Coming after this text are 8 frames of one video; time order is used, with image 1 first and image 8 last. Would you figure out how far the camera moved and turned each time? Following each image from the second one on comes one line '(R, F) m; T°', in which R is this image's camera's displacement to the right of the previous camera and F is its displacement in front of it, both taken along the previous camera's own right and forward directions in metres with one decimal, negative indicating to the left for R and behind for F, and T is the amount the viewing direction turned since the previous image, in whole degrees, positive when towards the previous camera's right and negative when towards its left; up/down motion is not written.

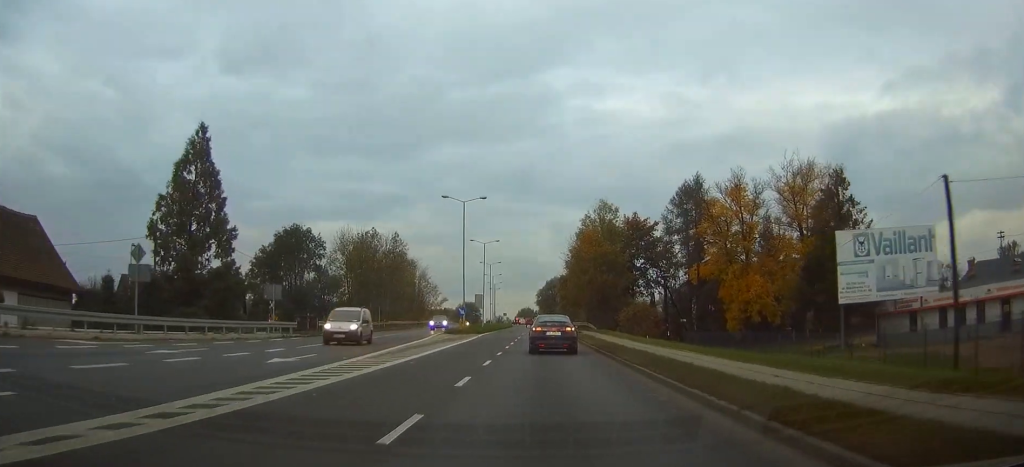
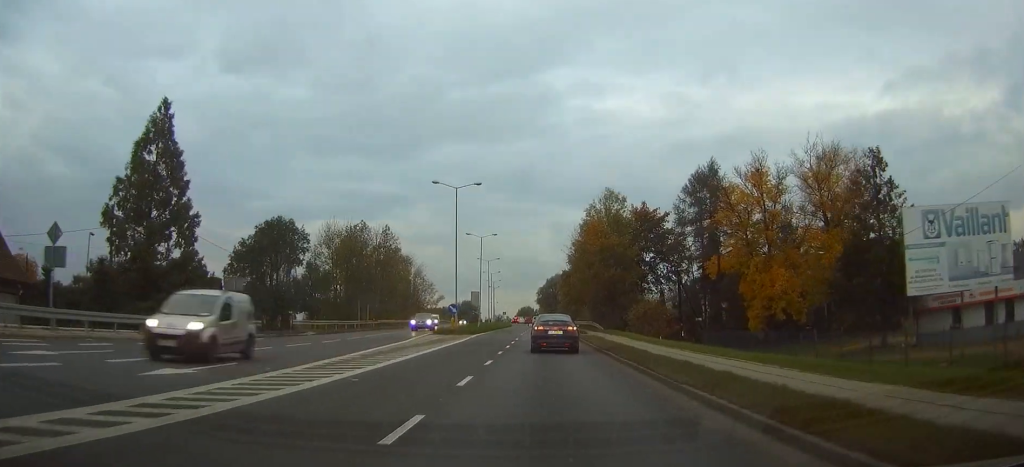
(0.0, +6.0) m; 0°
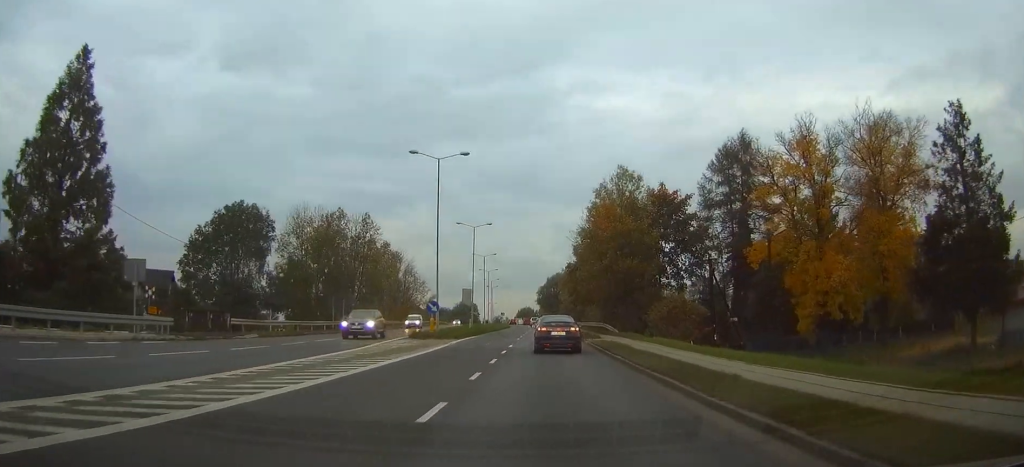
(+0.1, +10.6) m; 0°
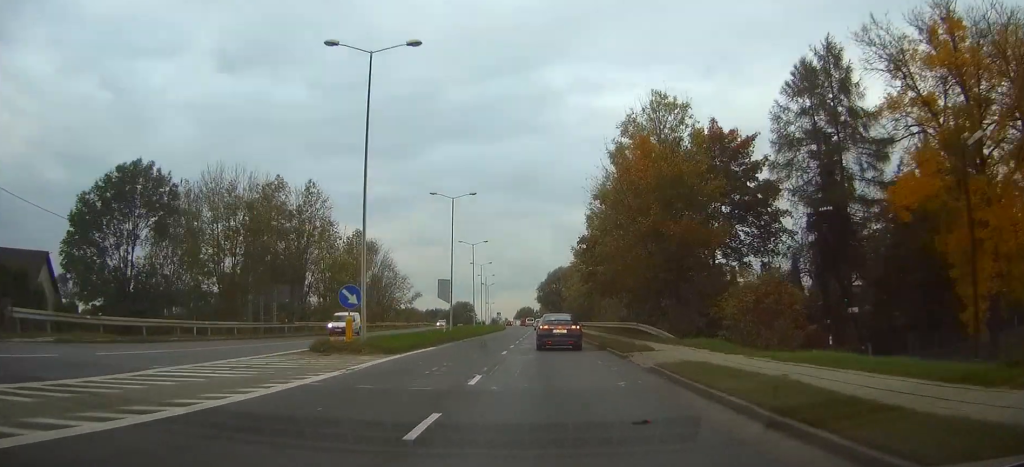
(-0.1, +19.1) m; -1°
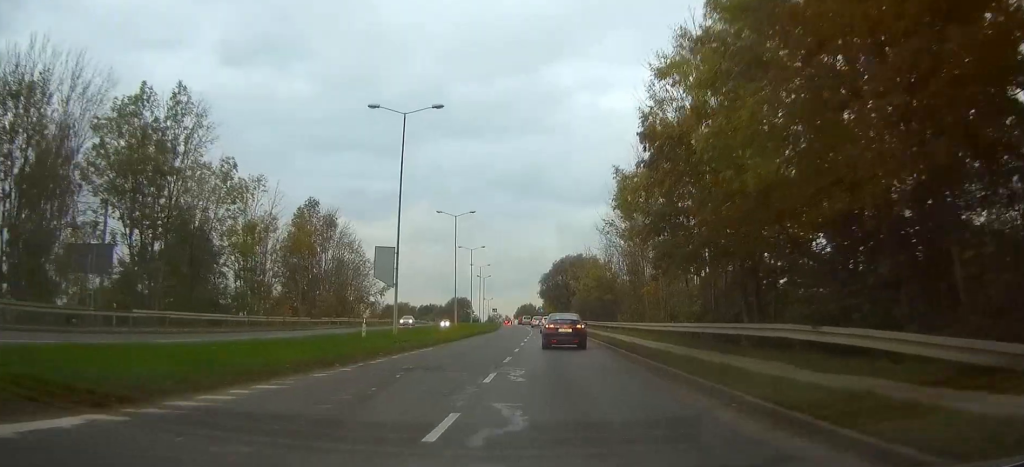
(-0.2, +23.3) m; 0°
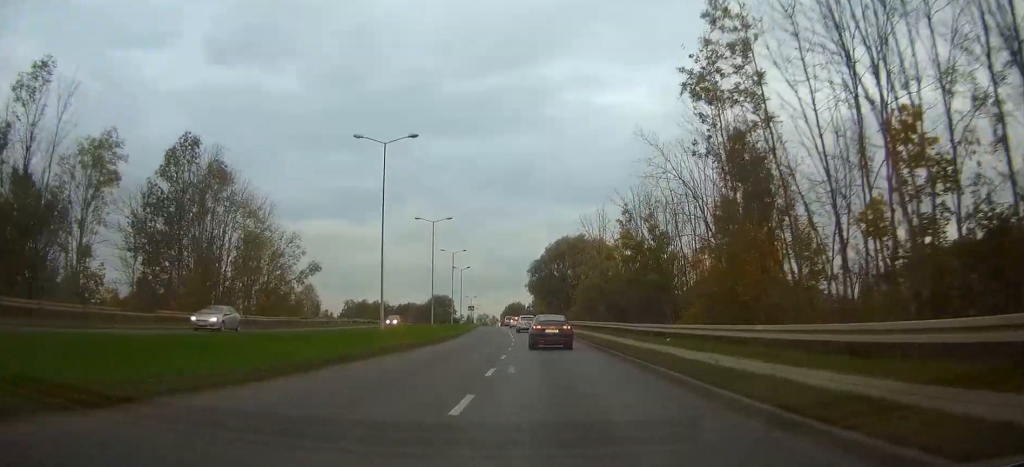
(+0.3, +29.5) m; +1°
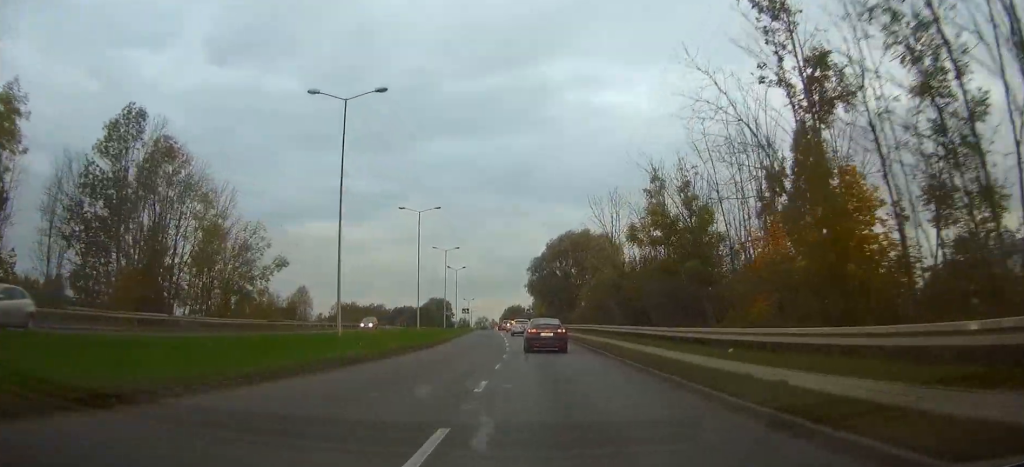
(-0.1, +9.2) m; 0°
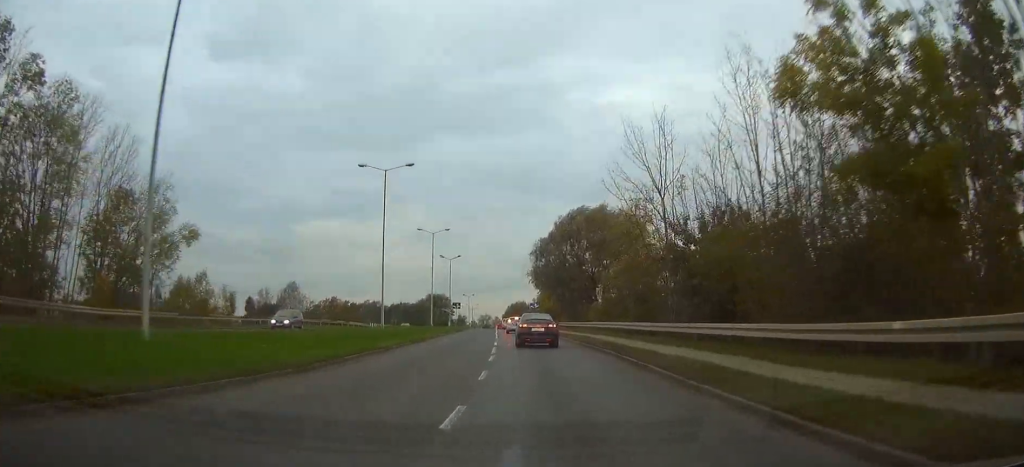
(+0.1, +17.1) m; 0°
